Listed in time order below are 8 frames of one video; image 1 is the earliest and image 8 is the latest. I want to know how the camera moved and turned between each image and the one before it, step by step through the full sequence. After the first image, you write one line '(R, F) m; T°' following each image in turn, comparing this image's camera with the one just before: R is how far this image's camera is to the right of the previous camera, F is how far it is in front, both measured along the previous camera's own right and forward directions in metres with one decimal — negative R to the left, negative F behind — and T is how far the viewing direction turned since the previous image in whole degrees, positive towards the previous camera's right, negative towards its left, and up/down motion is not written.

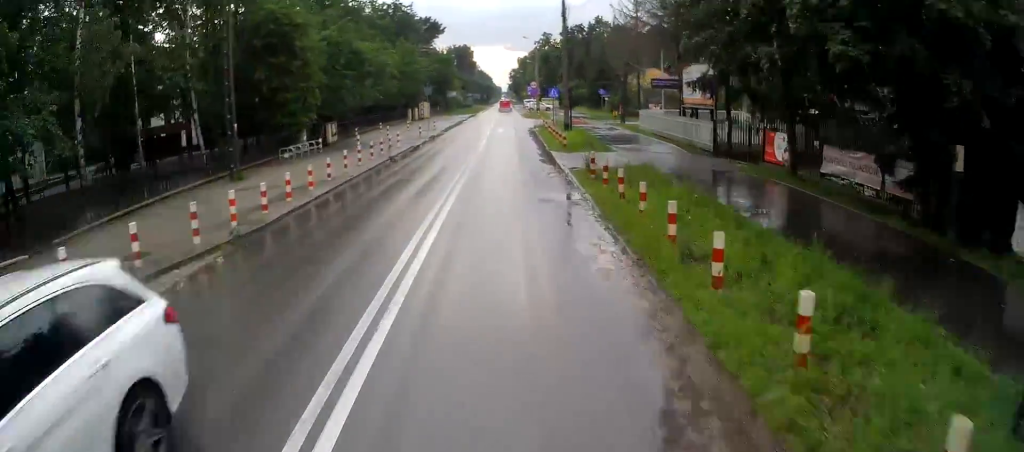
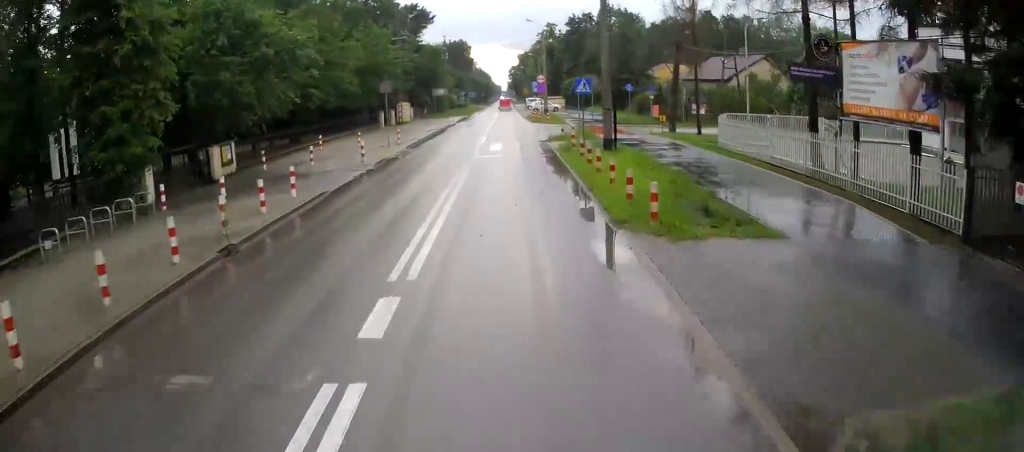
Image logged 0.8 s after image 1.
(+0.4, +15.4) m; +1°
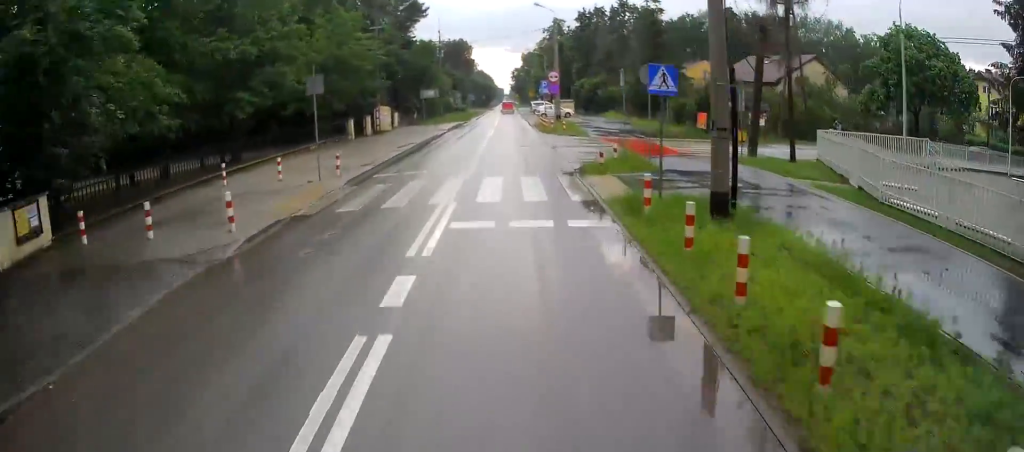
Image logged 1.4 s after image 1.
(0.0, +11.7) m; 0°
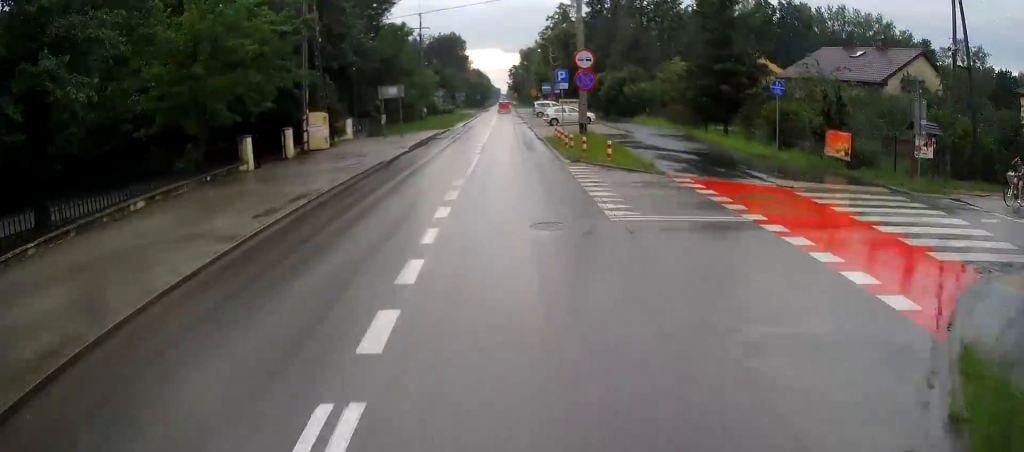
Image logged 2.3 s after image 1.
(-0.2, +17.3) m; -1°
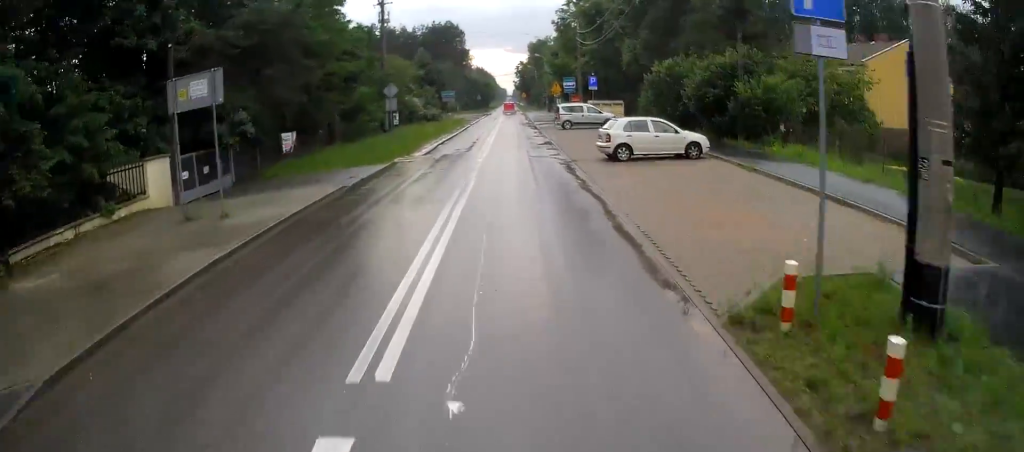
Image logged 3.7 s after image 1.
(+0.1, +25.8) m; 0°
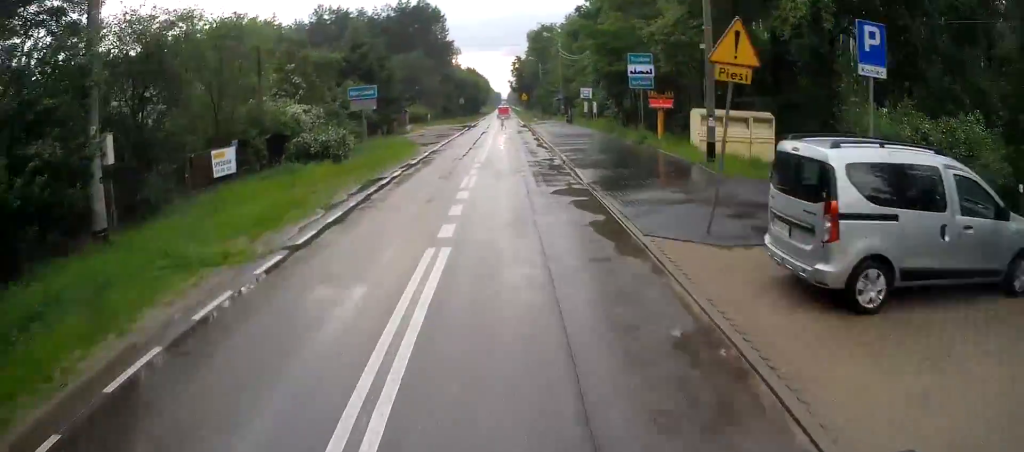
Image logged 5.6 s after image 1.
(+0.1, +36.5) m; +1°
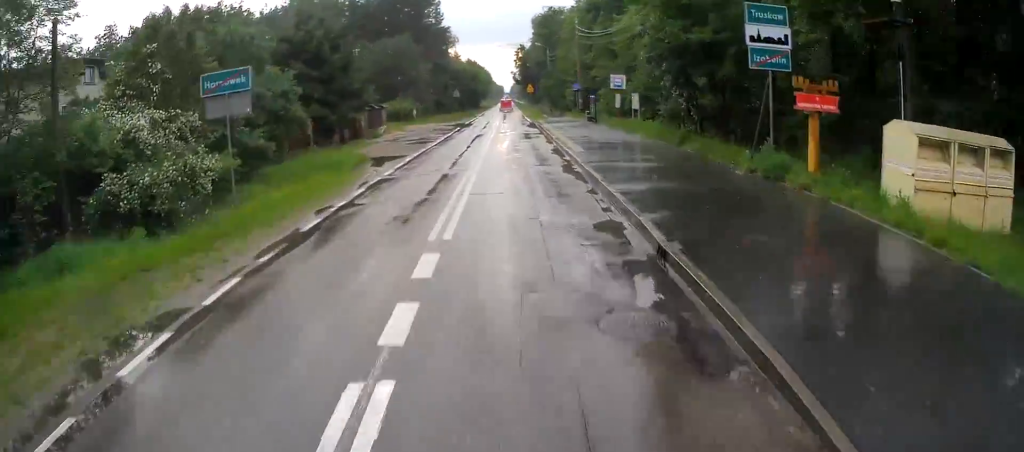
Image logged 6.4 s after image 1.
(+0.1, +14.1) m; 0°
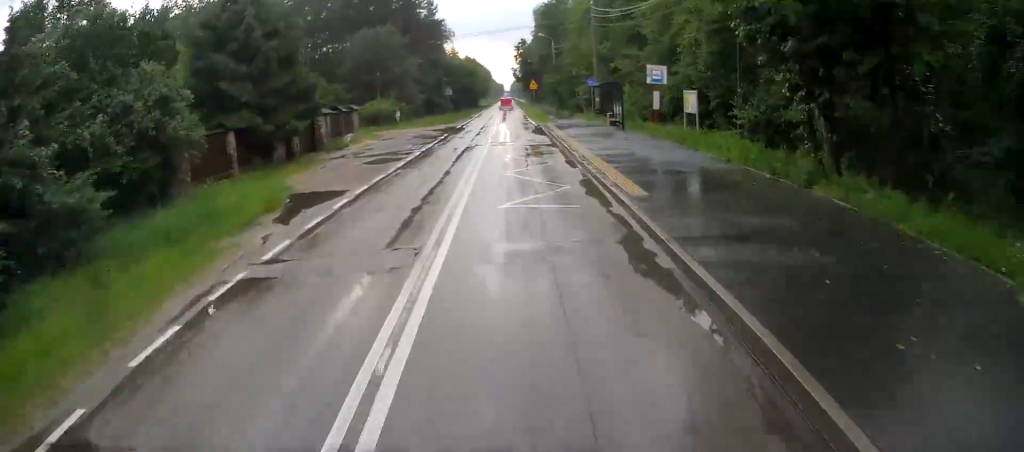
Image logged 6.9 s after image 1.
(+0.1, +10.0) m; 0°
